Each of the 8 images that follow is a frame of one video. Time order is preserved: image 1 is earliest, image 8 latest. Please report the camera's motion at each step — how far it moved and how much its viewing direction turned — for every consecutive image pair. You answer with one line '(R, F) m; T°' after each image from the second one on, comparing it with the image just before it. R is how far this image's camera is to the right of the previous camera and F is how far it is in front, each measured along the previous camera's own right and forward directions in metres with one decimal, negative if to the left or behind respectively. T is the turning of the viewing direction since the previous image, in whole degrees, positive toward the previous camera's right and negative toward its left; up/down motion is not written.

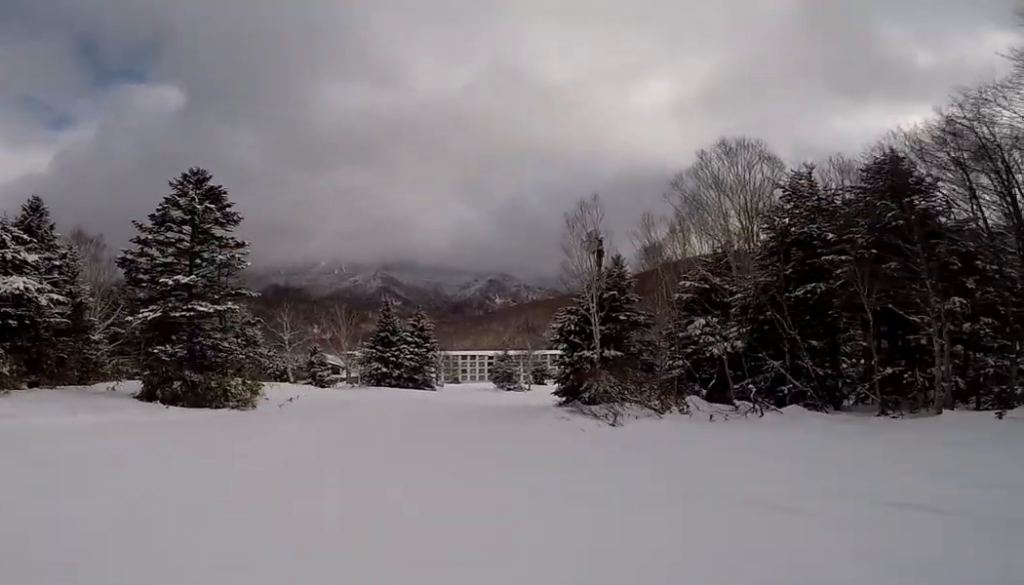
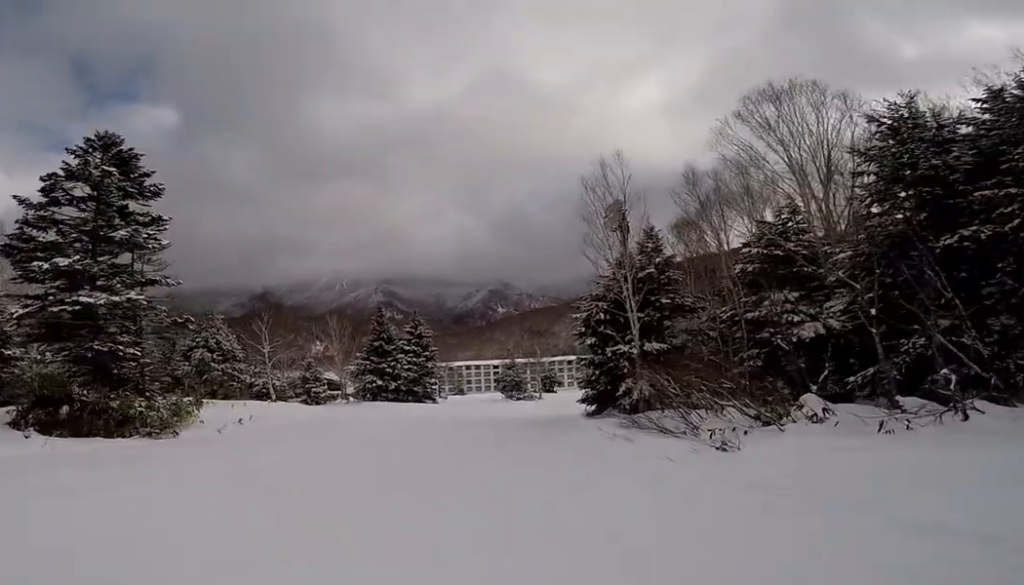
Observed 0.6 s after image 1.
(+0.4, +5.7) m; -2°
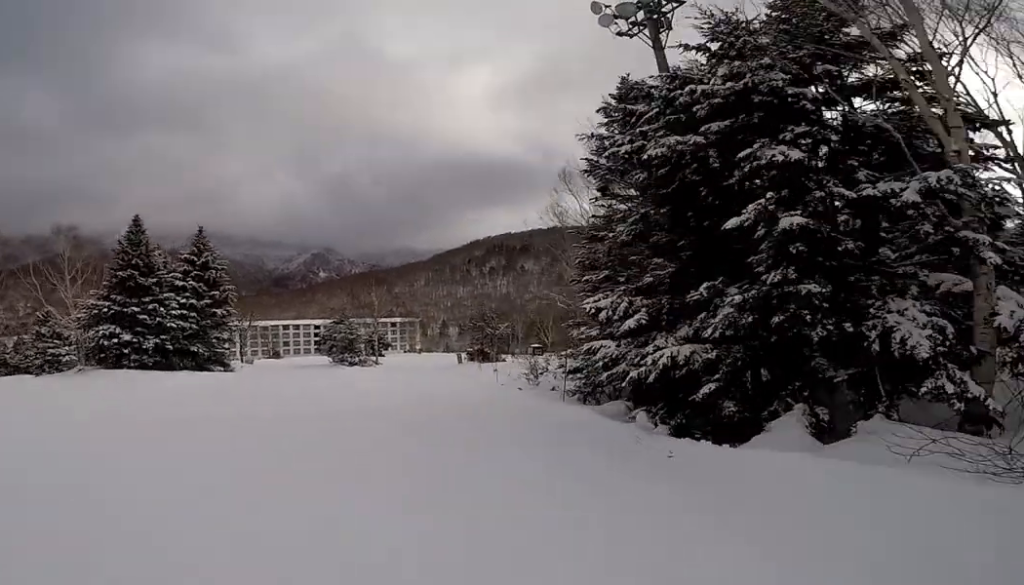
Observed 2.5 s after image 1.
(-0.5, +17.8) m; +3°
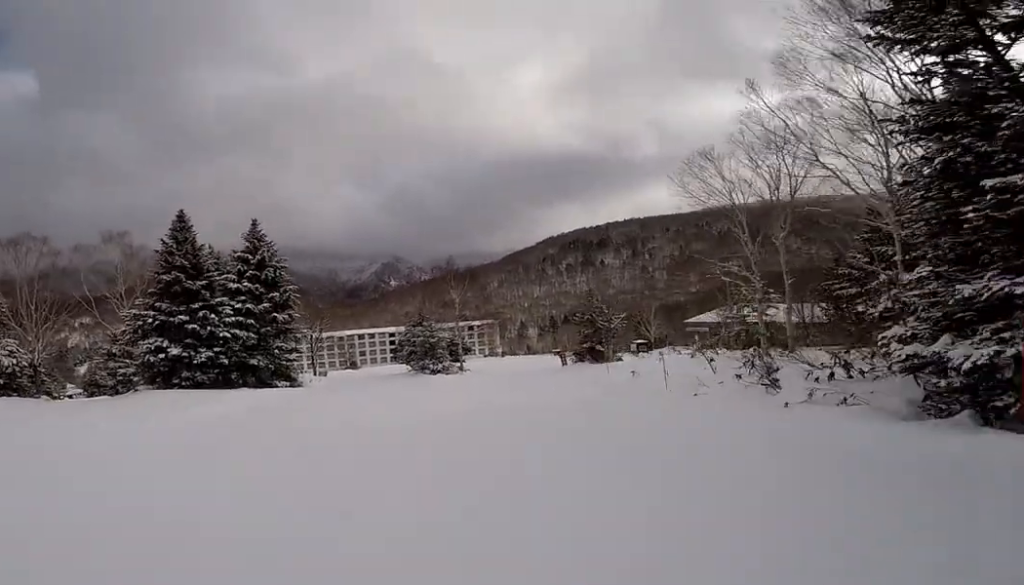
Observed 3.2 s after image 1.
(+0.4, +6.6) m; +4°
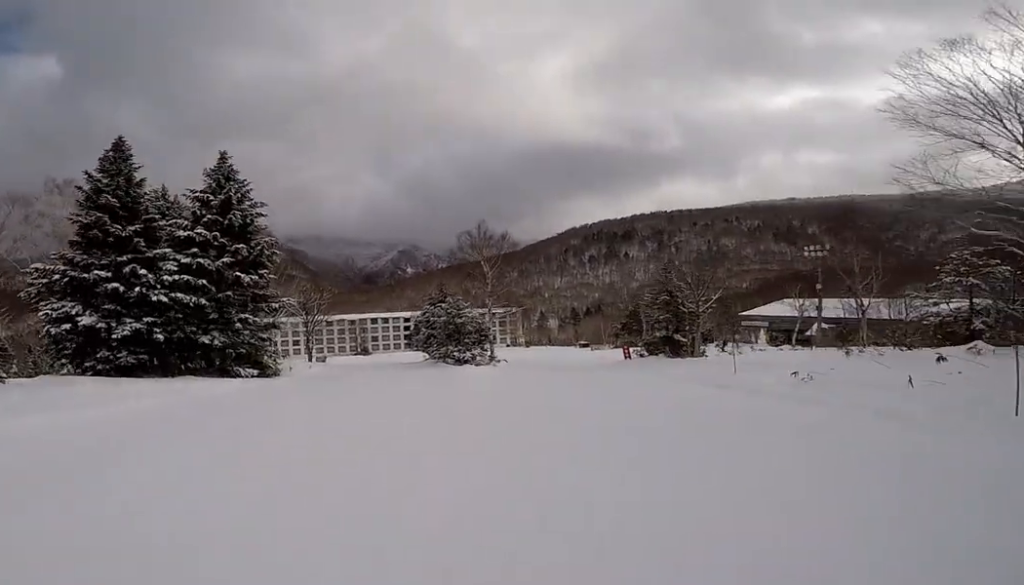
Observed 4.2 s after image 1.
(0.0, +9.0) m; -2°
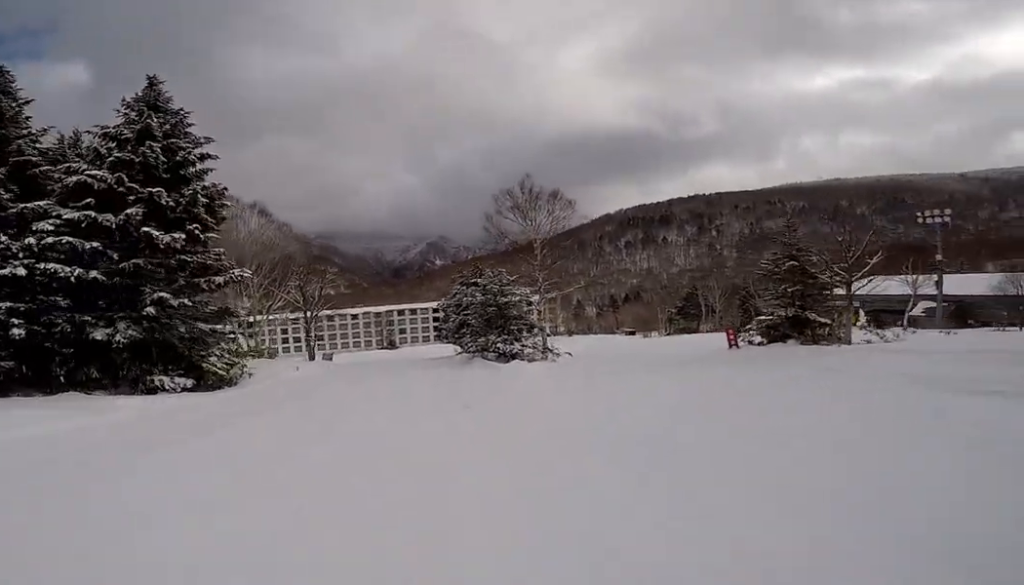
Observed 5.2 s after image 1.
(-0.1, +8.0) m; -6°
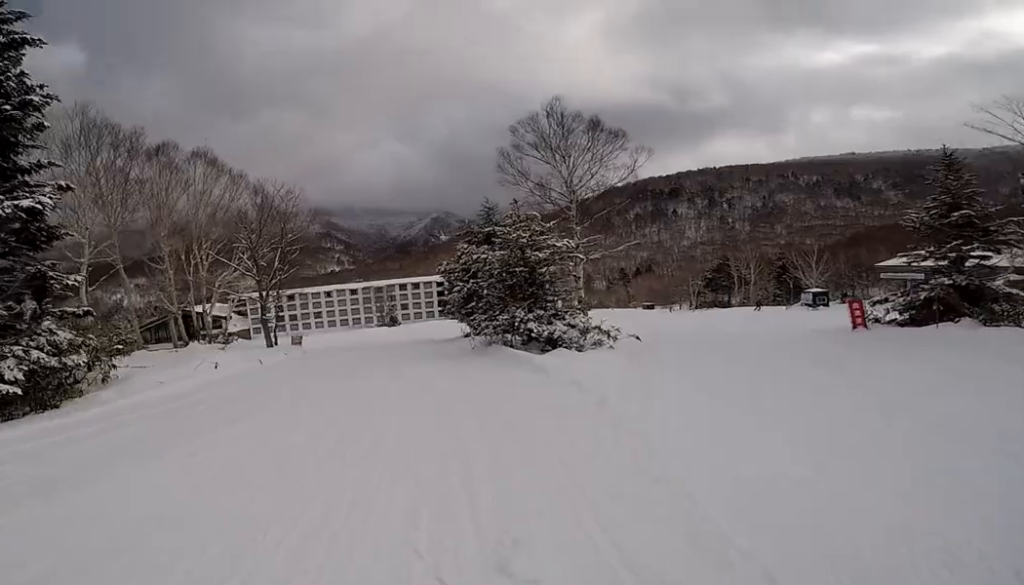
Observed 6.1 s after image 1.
(-0.8, +7.4) m; -5°
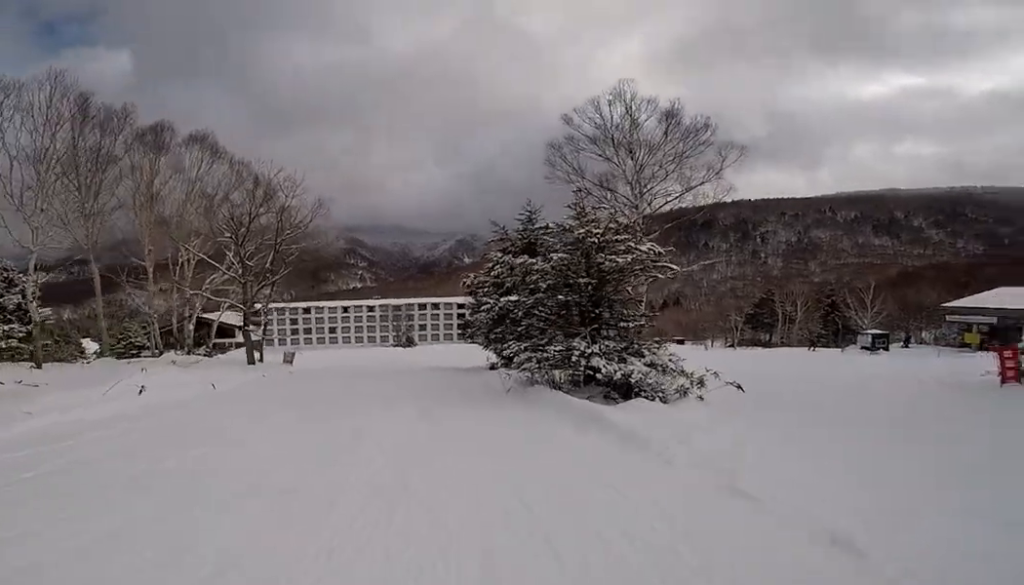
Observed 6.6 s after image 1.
(+0.2, +4.1) m; -1°
